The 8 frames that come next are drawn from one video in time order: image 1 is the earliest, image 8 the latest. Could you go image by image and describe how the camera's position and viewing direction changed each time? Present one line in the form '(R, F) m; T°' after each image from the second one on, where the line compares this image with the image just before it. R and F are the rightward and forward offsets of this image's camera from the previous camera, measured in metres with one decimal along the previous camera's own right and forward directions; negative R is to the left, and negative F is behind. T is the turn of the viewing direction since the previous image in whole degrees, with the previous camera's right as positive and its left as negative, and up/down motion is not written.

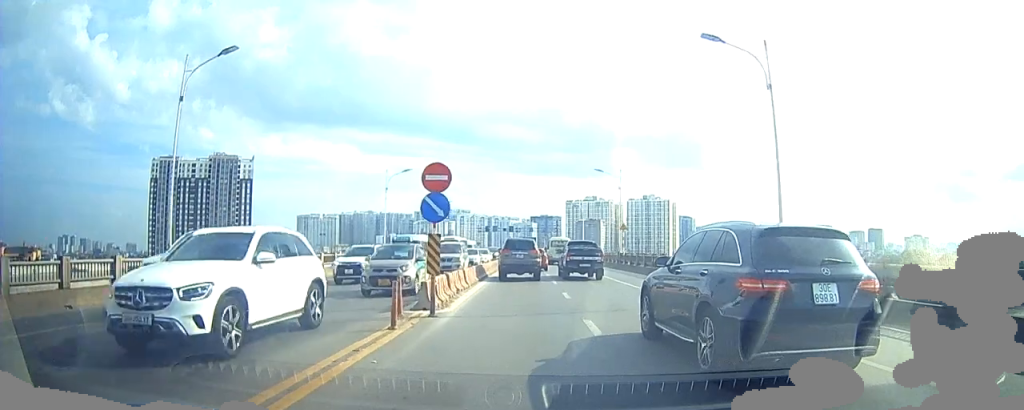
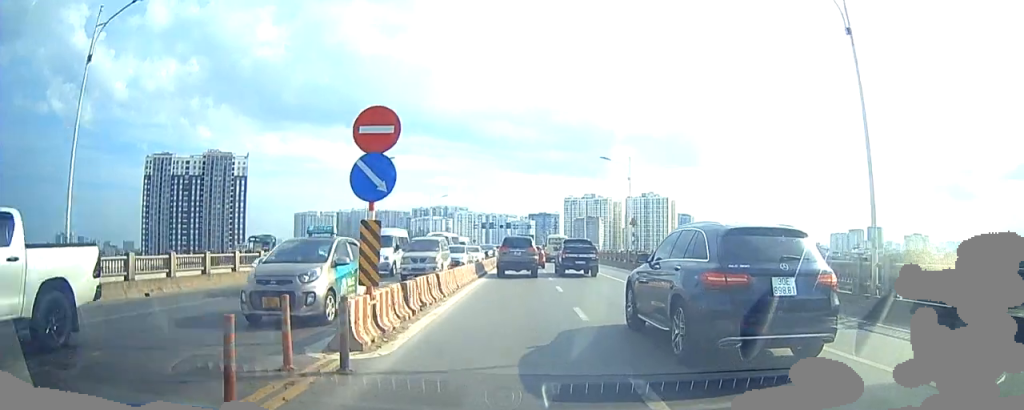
(0.0, +5.1) m; 0°
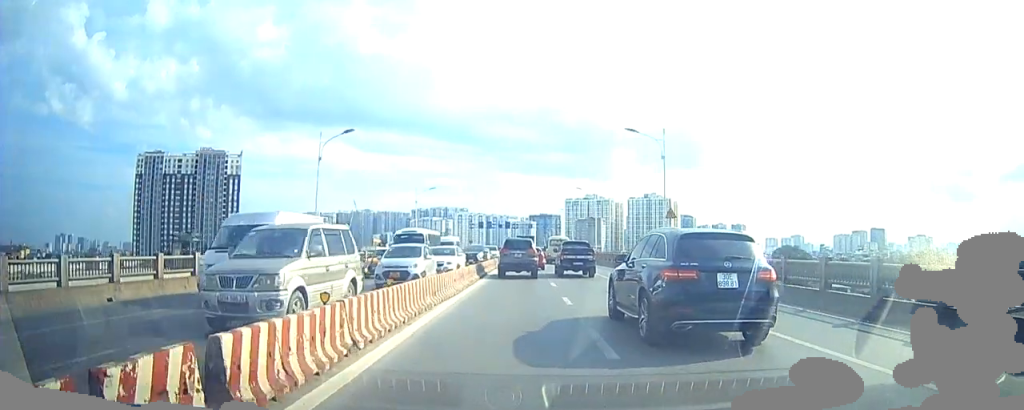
(-0.1, +9.7) m; -2°
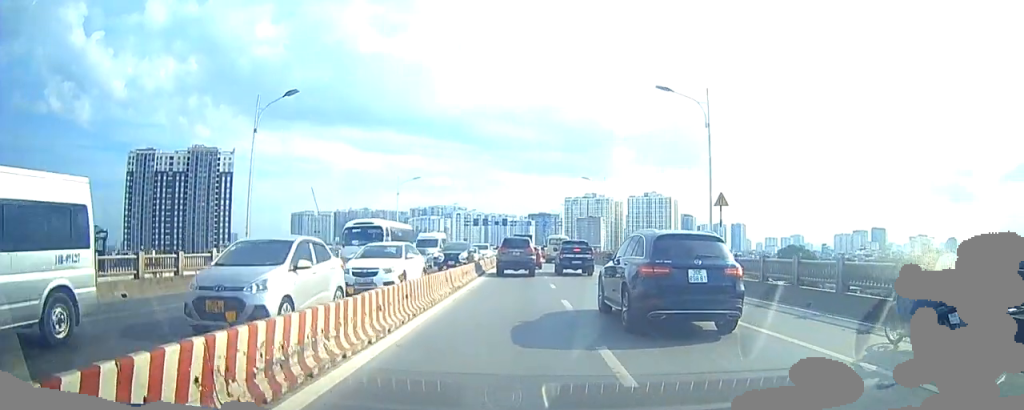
(-0.1, +9.0) m; +3°
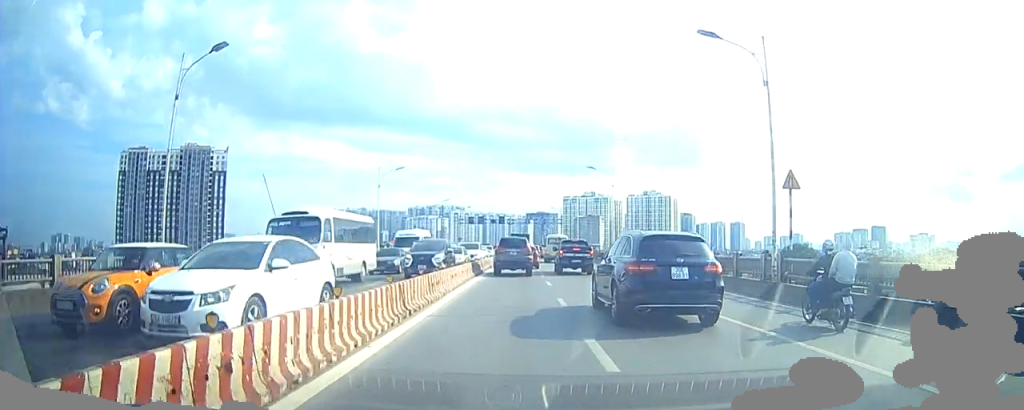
(+0.4, +6.4) m; +2°
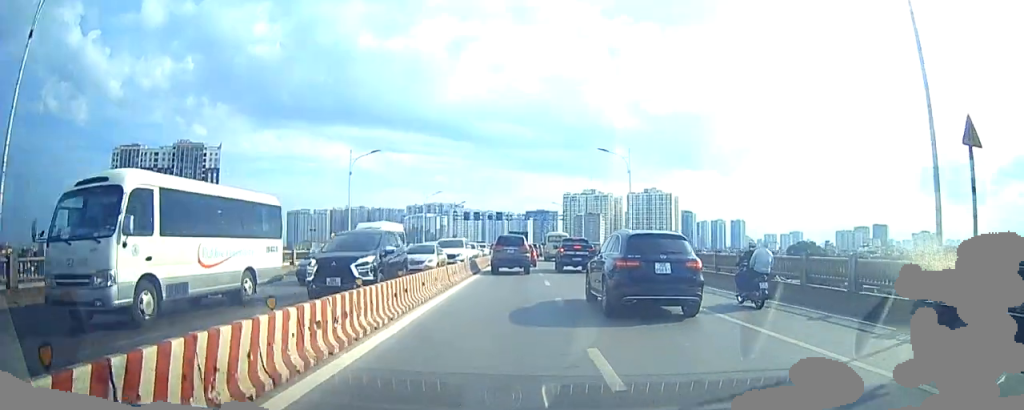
(+0.1, +7.5) m; 0°
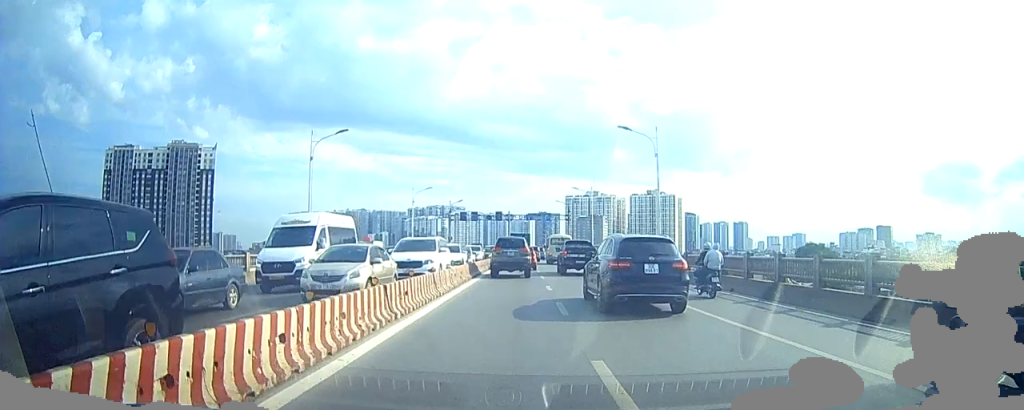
(-0.2, +8.2) m; -2°
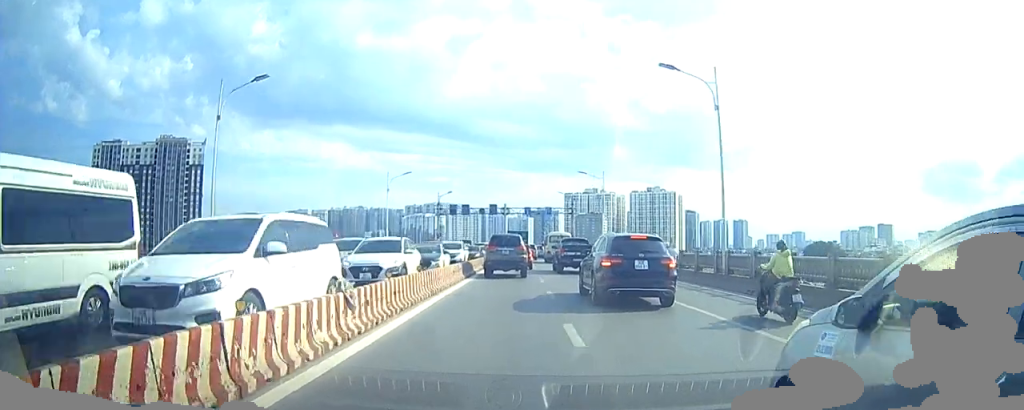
(-0.1, +11.2) m; 0°
